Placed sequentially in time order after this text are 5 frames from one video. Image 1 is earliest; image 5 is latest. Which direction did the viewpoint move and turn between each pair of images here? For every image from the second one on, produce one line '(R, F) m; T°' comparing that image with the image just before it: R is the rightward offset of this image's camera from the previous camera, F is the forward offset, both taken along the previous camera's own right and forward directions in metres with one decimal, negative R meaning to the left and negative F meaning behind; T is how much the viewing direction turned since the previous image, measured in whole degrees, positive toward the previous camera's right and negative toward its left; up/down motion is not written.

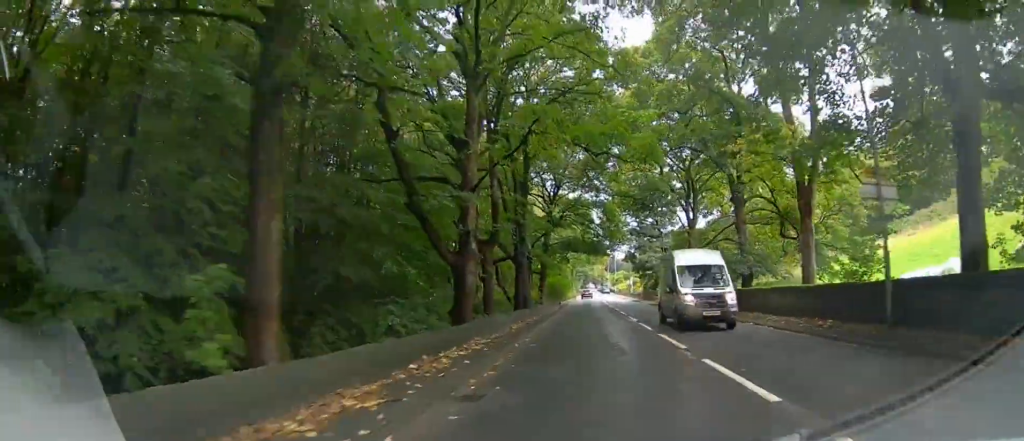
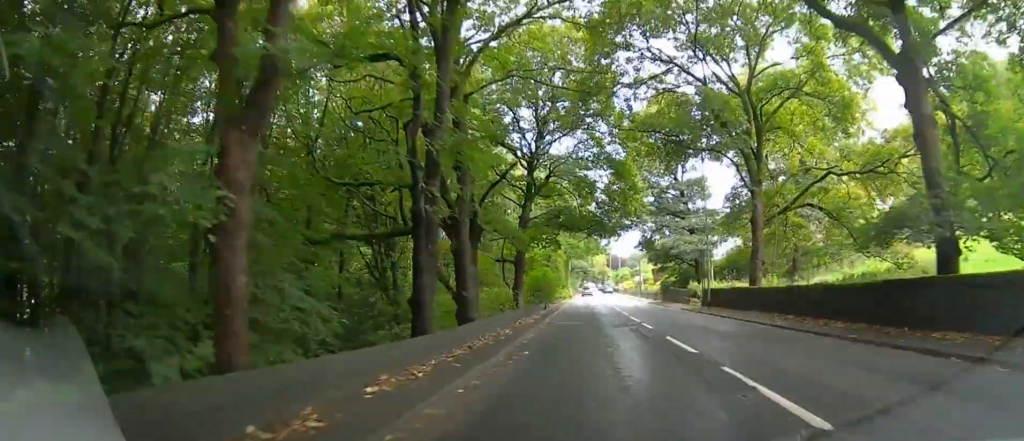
(+0.4, +18.1) m; 0°
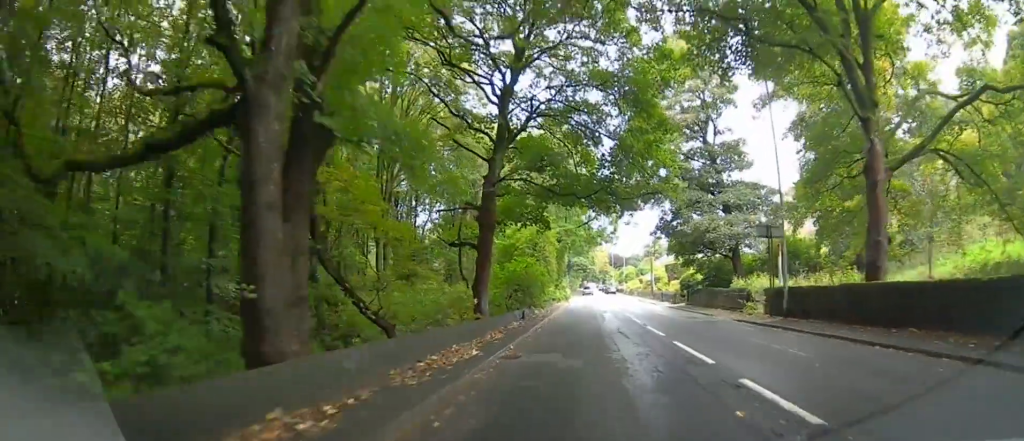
(-0.1, +12.8) m; -1°
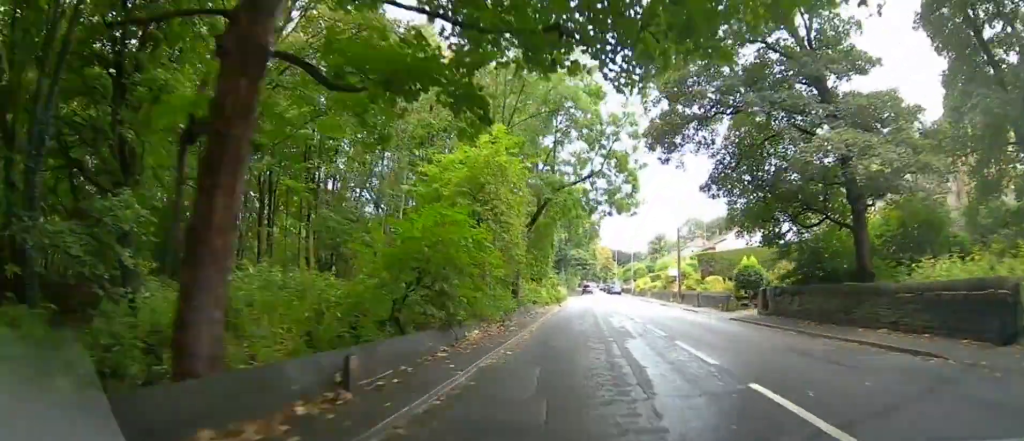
(-0.2, +17.7) m; -1°
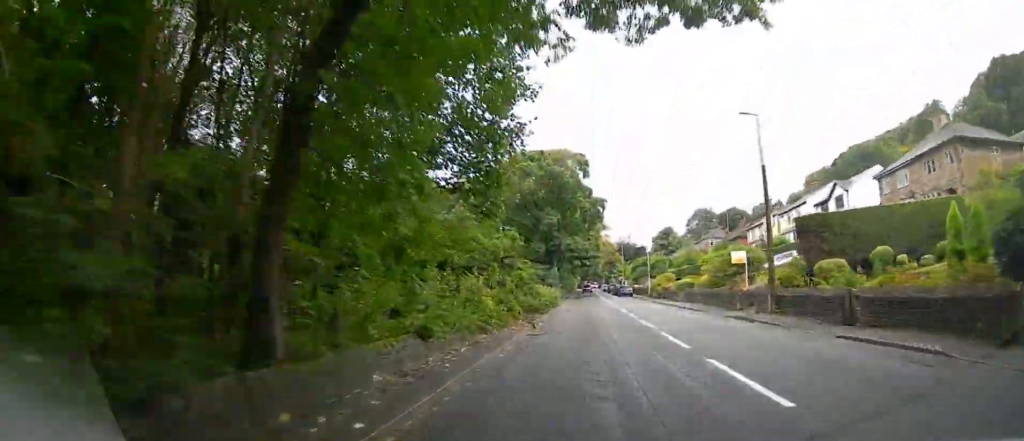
(-0.1, +21.1) m; 0°
